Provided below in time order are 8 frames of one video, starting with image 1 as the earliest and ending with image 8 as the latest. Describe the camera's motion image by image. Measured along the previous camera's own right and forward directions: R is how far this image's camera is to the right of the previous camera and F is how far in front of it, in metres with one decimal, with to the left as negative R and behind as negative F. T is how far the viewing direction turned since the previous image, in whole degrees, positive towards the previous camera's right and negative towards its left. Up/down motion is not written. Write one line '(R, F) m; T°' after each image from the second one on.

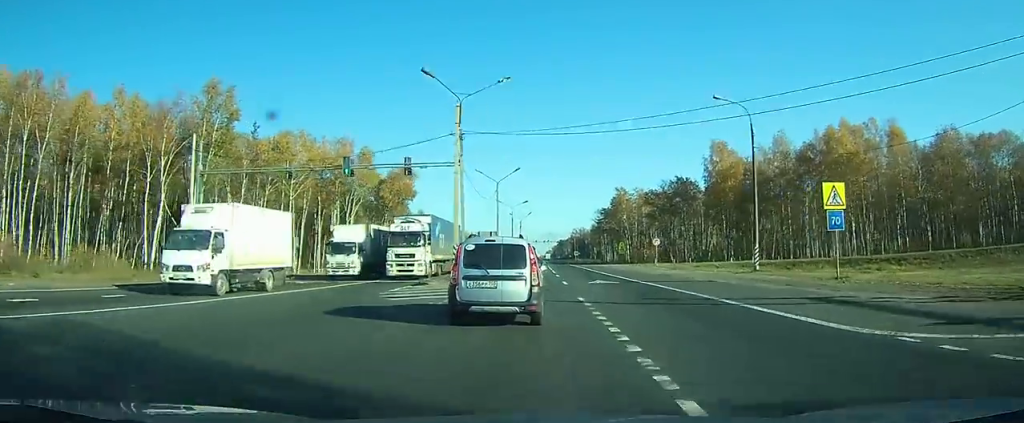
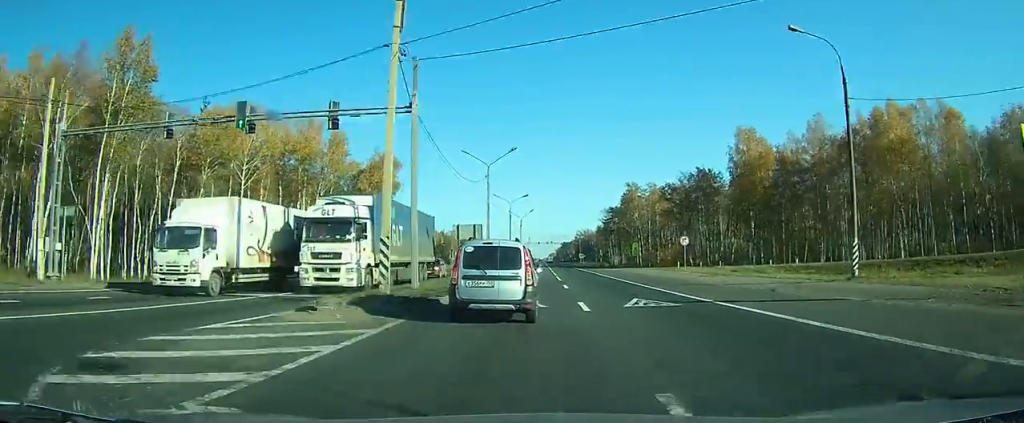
(-0.1, +13.9) m; 0°
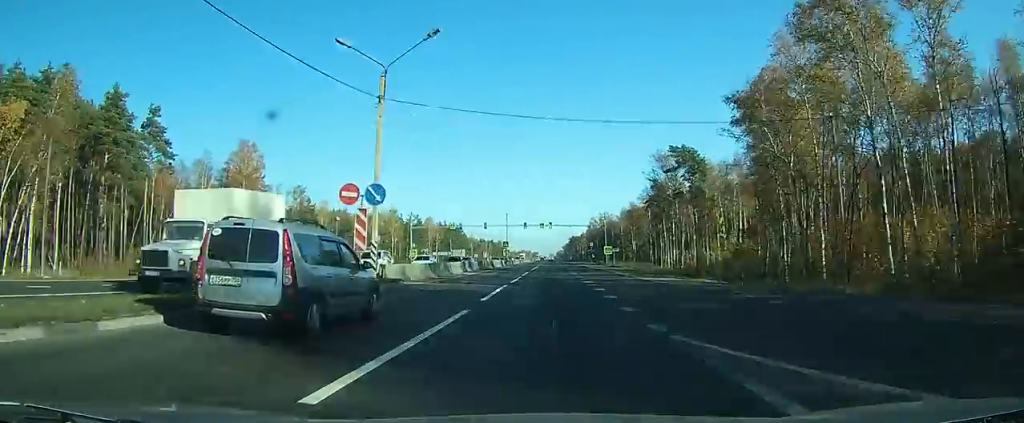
(-2.1, +89.1) m; -3°
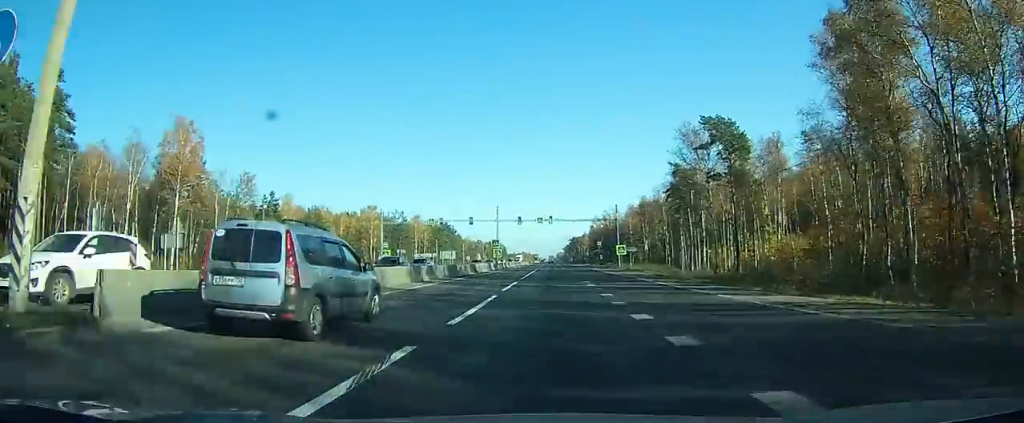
(-0.2, +18.9) m; 0°
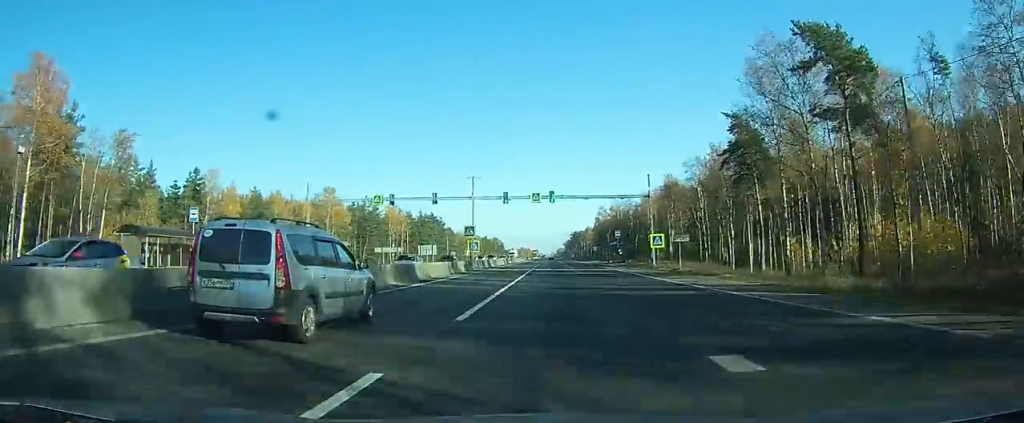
(-0.1, +27.7) m; 0°
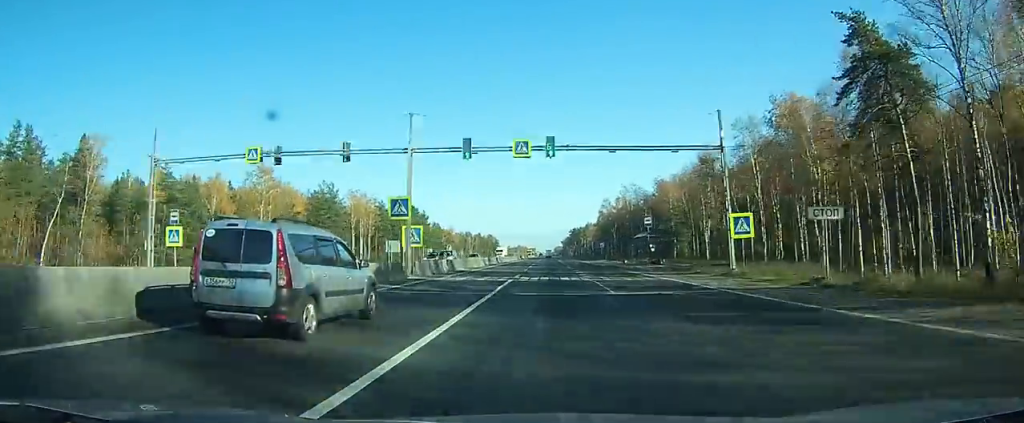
(0.0, +25.2) m; 0°
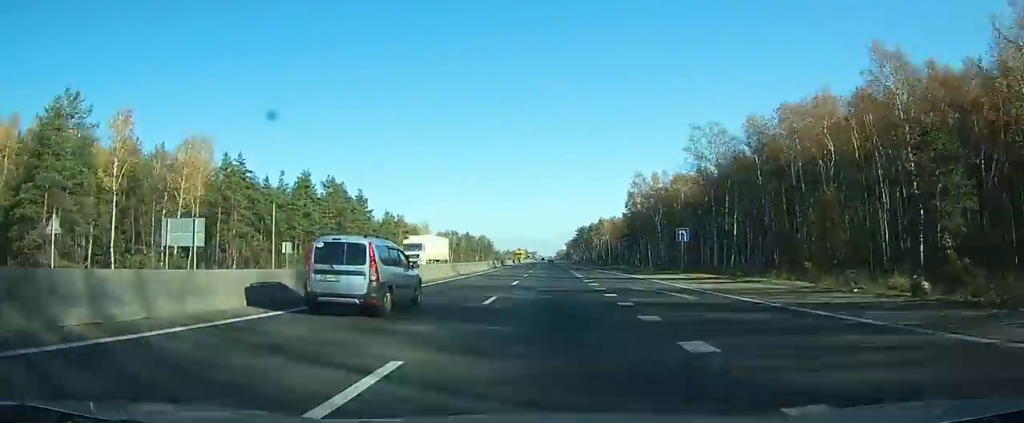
(-0.6, +66.0) m; 0°
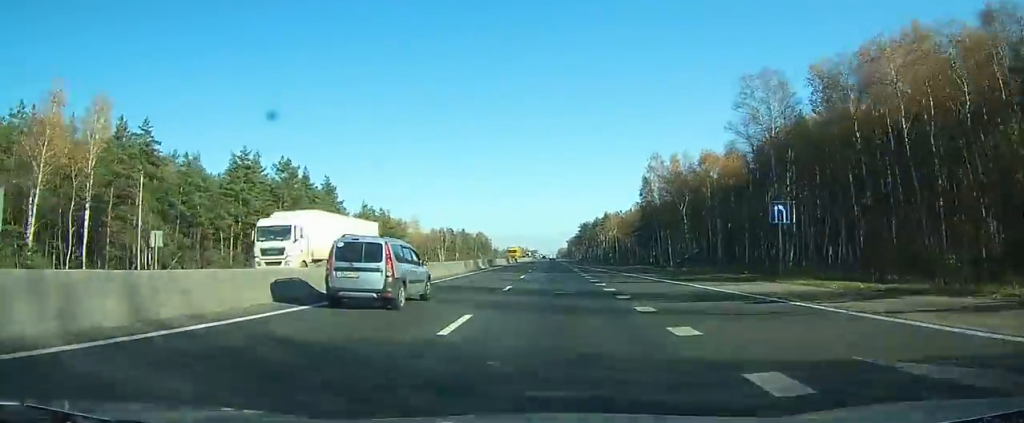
(-0.1, +18.3) m; 0°
